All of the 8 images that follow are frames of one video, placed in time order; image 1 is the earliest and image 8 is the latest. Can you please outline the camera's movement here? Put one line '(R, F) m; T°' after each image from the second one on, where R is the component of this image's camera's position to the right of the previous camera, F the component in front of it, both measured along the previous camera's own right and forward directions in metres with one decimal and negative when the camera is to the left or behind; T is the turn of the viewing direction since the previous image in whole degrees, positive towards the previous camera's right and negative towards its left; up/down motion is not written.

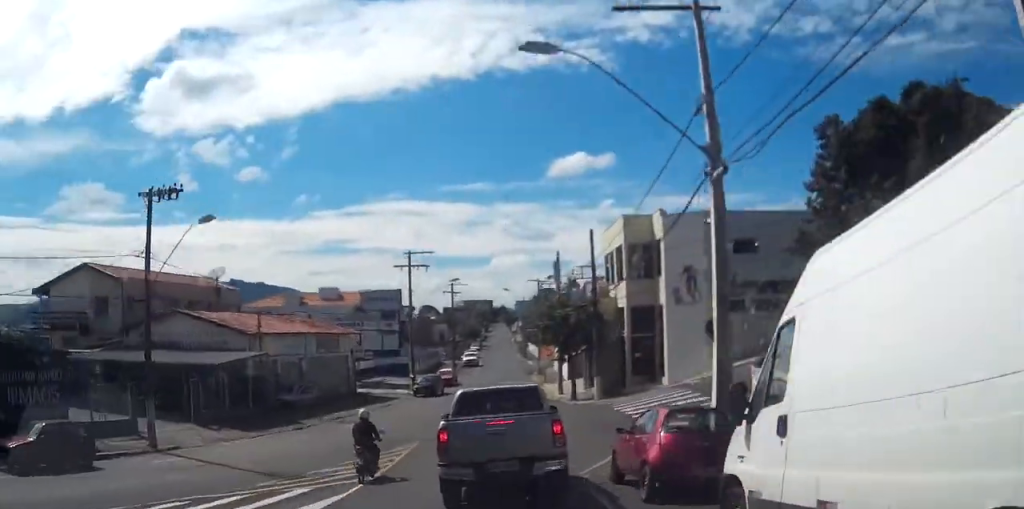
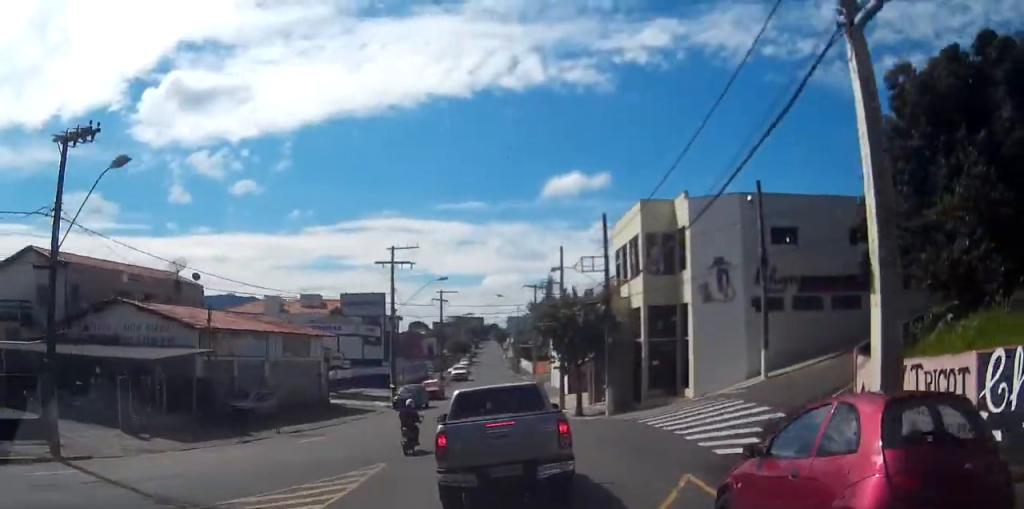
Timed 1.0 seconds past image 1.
(0.0, +6.4) m; +1°
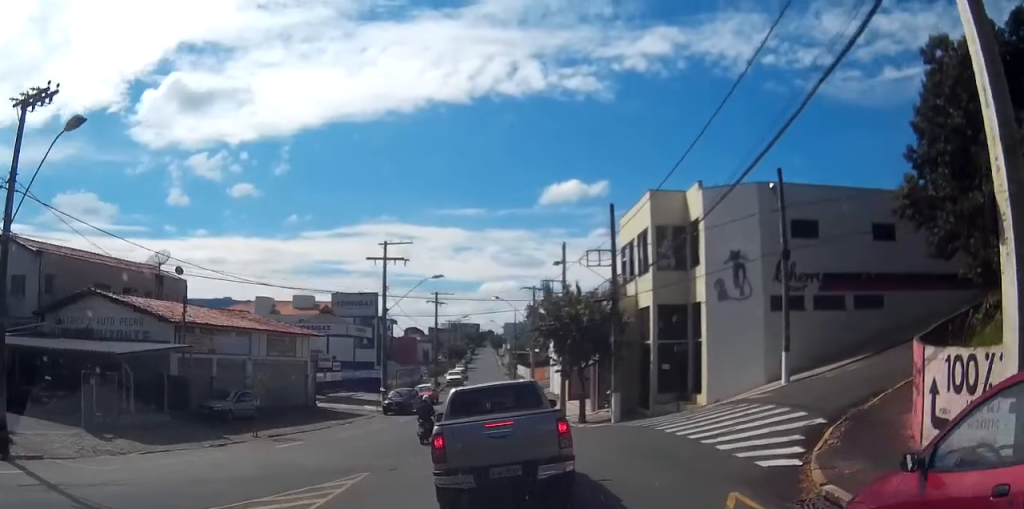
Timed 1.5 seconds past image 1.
(0.0, +2.6) m; 0°
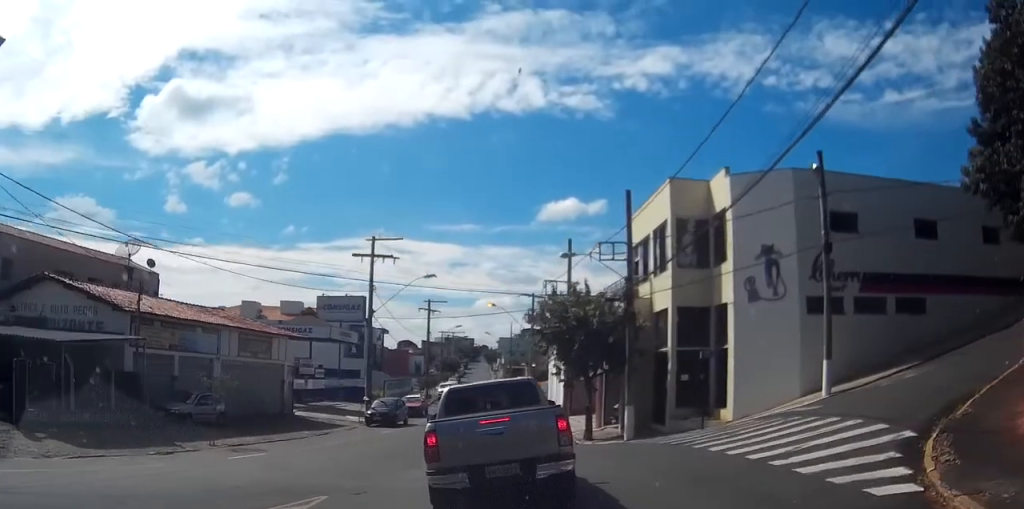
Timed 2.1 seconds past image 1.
(0.0, +3.9) m; +1°
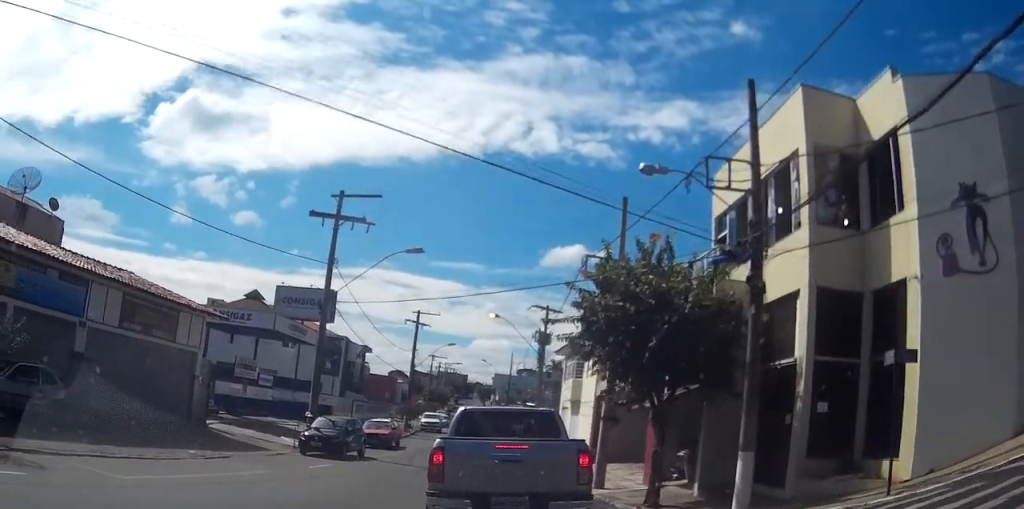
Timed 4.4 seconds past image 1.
(+0.4, +12.3) m; +2°
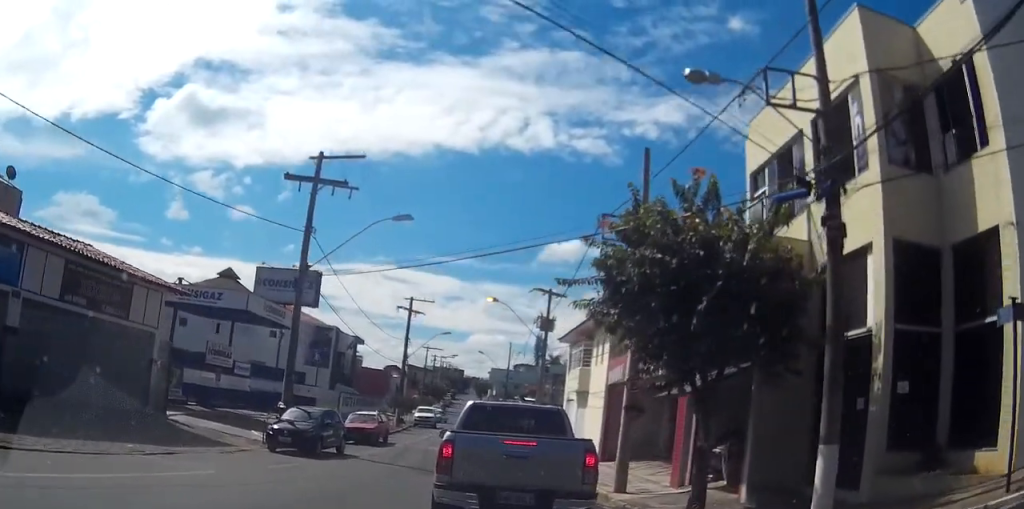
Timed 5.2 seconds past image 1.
(-0.1, +3.6) m; -2°
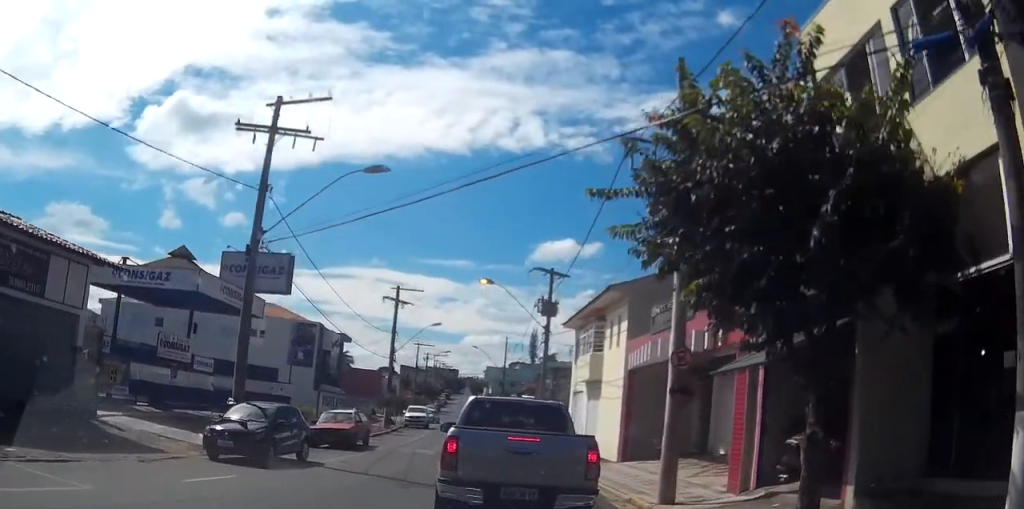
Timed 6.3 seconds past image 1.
(-0.1, +4.9) m; -1°
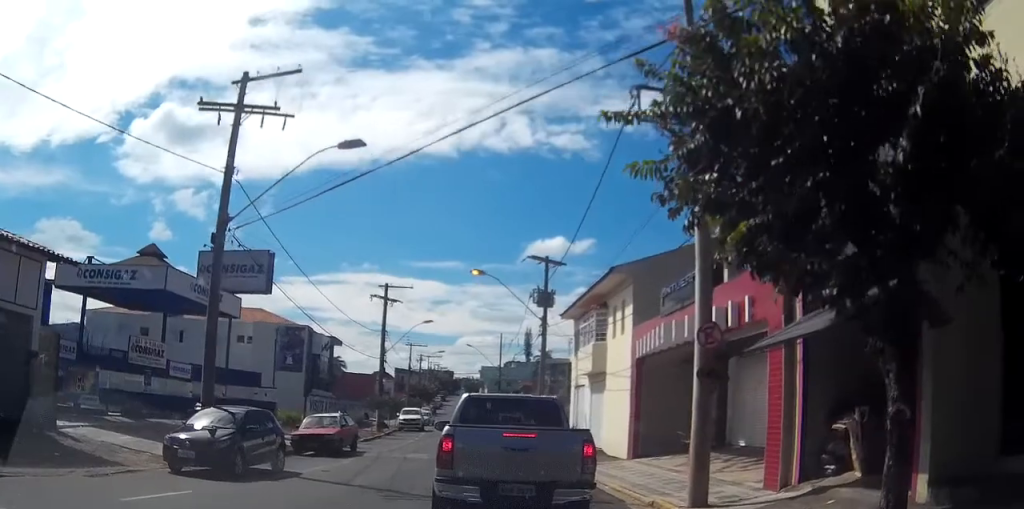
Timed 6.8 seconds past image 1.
(0.0, +2.2) m; 0°
